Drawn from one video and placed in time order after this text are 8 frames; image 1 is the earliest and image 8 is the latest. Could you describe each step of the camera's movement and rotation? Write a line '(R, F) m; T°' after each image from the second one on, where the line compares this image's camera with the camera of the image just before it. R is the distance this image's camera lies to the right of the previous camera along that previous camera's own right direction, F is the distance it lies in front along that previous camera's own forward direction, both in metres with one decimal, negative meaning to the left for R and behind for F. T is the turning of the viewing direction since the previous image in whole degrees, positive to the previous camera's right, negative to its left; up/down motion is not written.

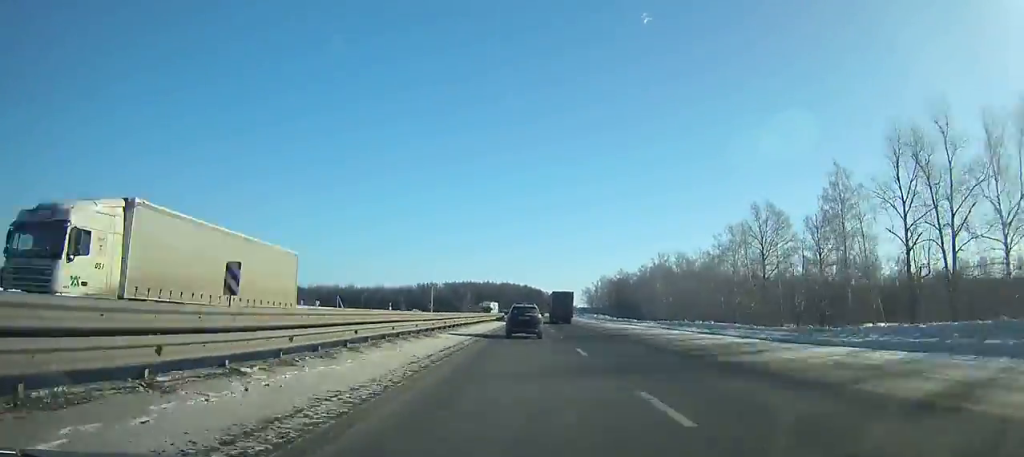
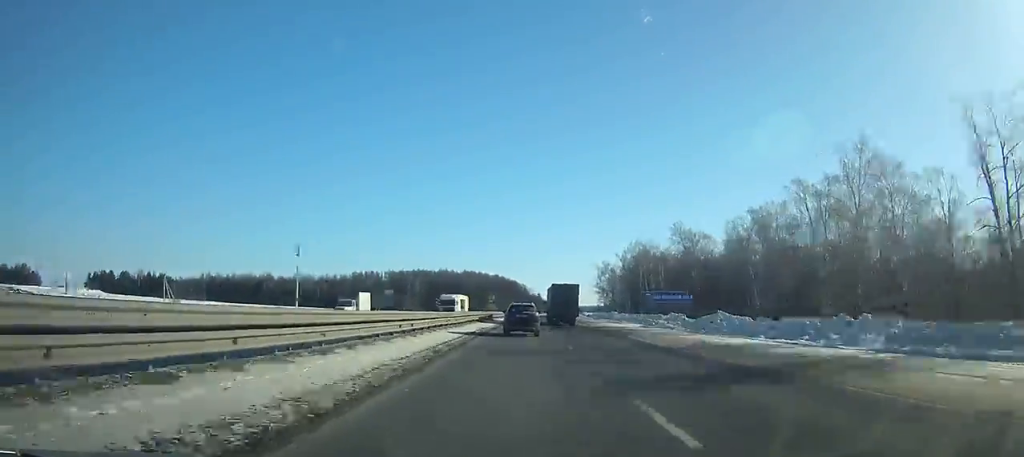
(+2.6, +121.4) m; +2°
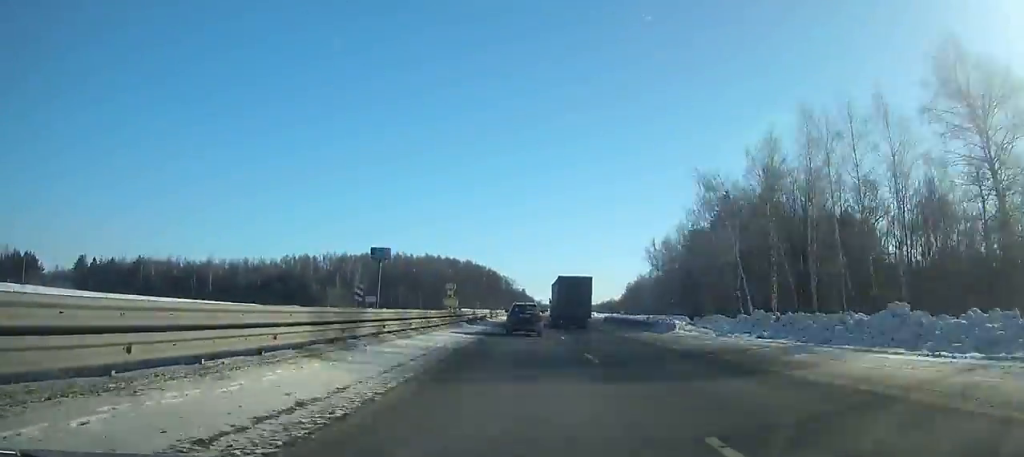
(+0.9, +85.6) m; +2°
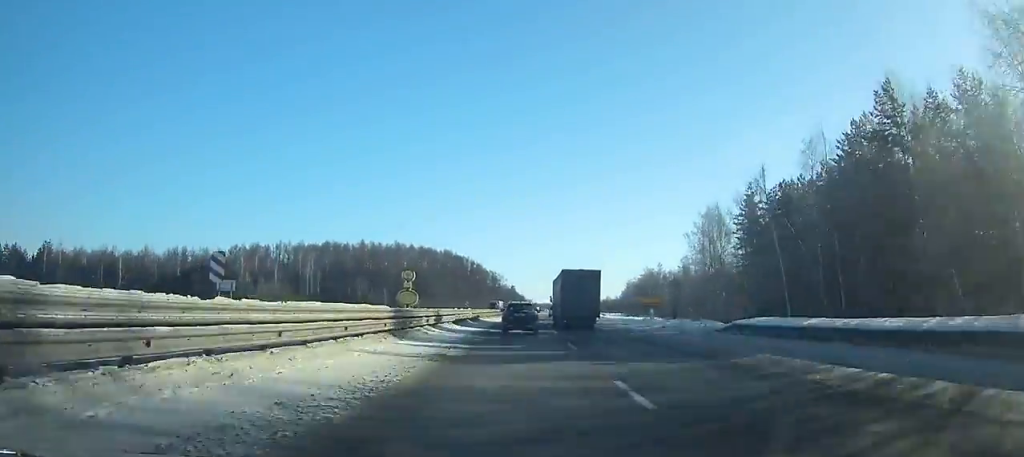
(+0.8, +44.3) m; +1°
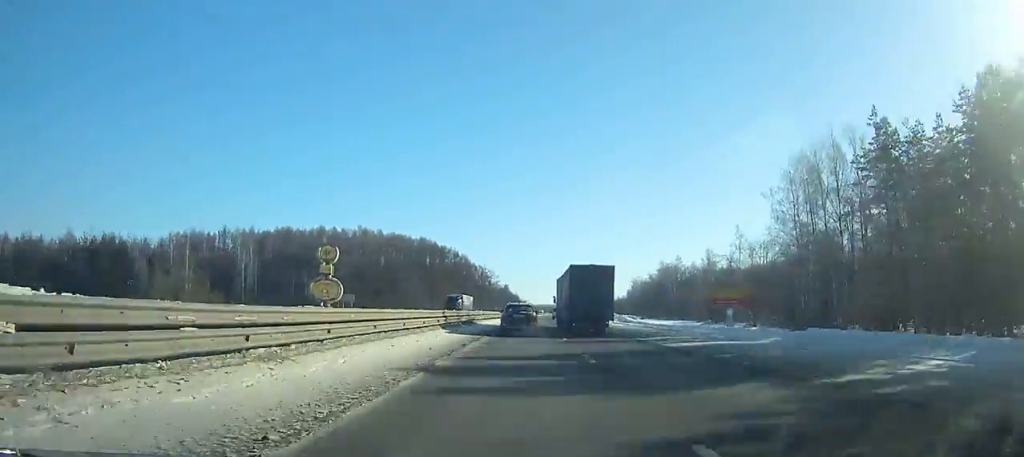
(+0.1, +41.6) m; +1°
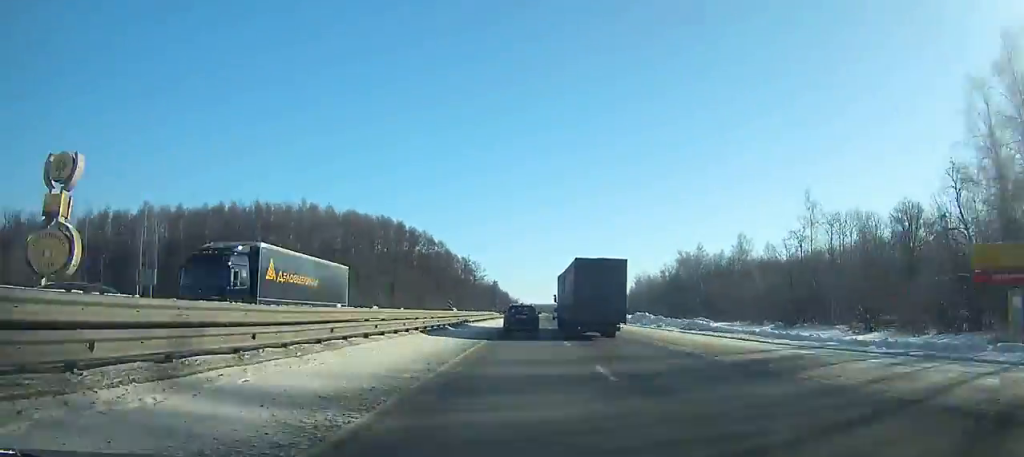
(+0.6, +38.9) m; +1°
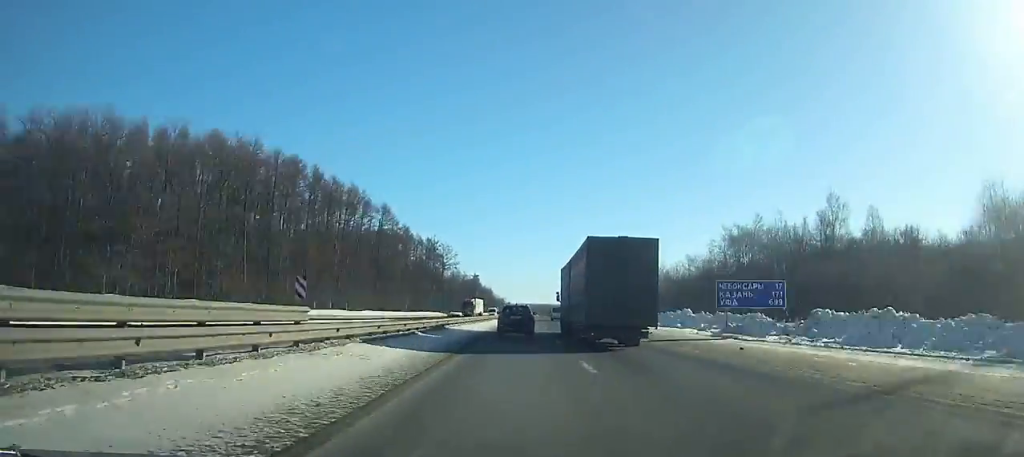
(+0.5, +58.2) m; +1°
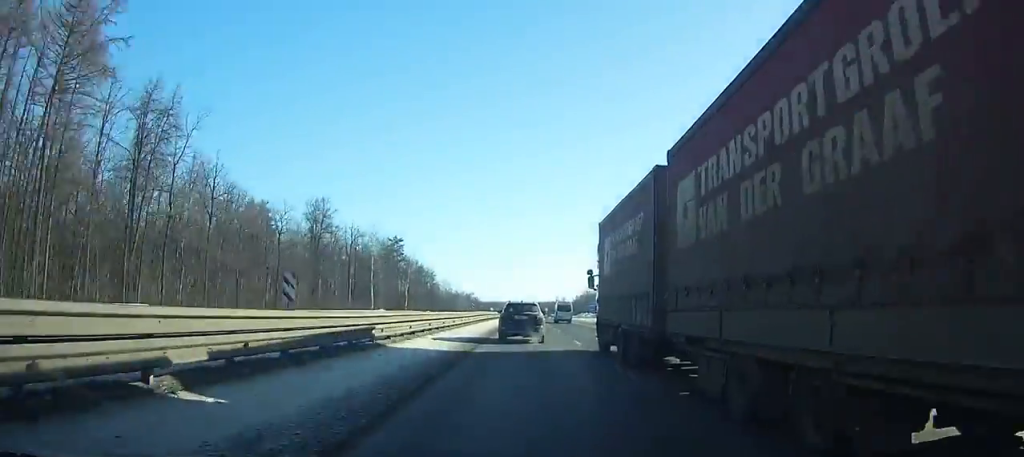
(+3.2, +146.3) m; +3°
